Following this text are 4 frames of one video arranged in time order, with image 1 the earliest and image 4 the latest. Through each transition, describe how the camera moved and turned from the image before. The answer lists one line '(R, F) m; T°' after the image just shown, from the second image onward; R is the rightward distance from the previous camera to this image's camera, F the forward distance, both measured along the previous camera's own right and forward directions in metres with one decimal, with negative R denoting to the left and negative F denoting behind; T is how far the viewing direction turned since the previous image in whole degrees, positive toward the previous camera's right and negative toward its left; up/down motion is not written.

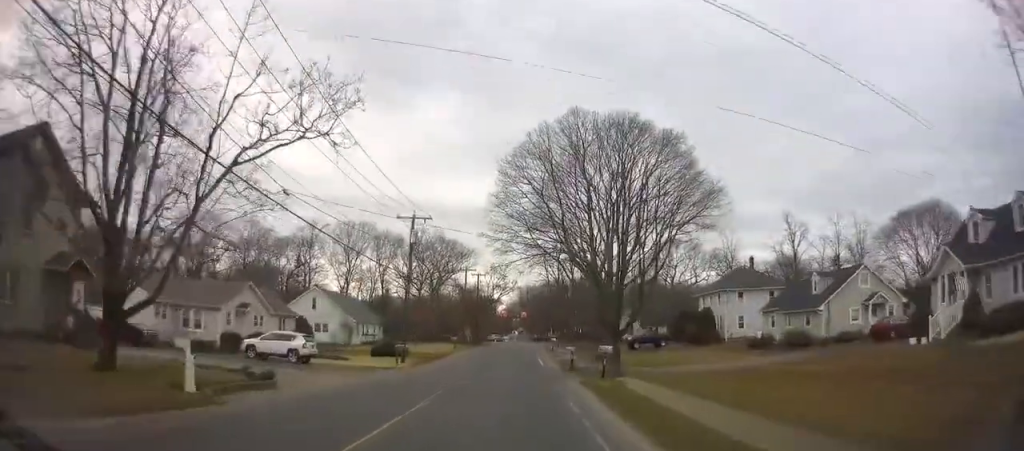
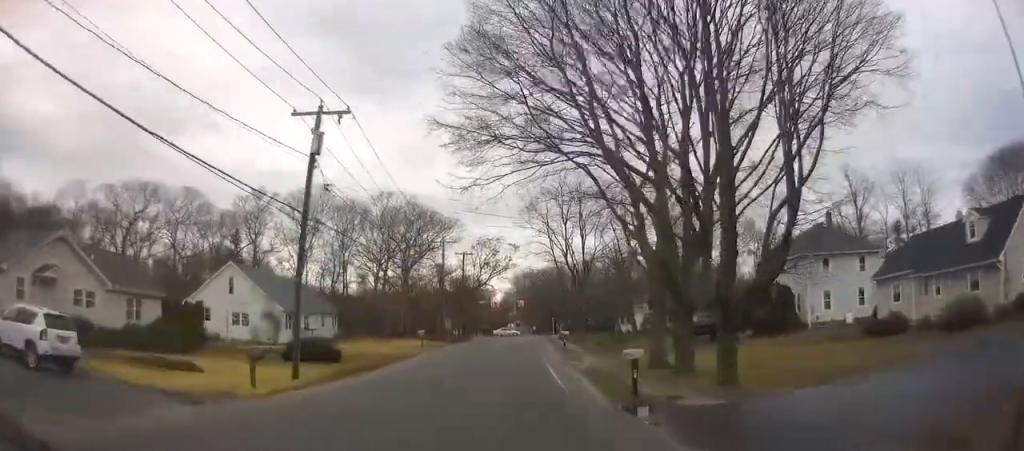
(0.0, +19.7) m; 0°
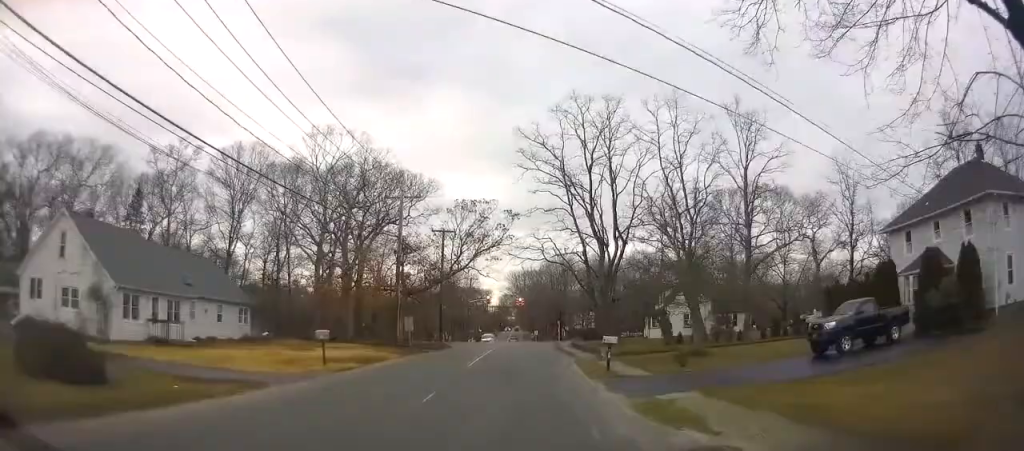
(+0.1, +21.2) m; +1°
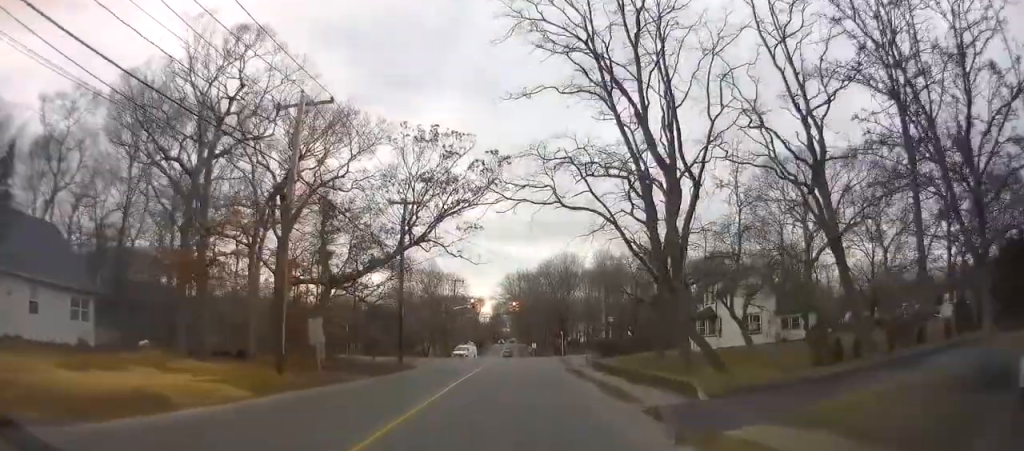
(+0.1, +17.7) m; +1°
